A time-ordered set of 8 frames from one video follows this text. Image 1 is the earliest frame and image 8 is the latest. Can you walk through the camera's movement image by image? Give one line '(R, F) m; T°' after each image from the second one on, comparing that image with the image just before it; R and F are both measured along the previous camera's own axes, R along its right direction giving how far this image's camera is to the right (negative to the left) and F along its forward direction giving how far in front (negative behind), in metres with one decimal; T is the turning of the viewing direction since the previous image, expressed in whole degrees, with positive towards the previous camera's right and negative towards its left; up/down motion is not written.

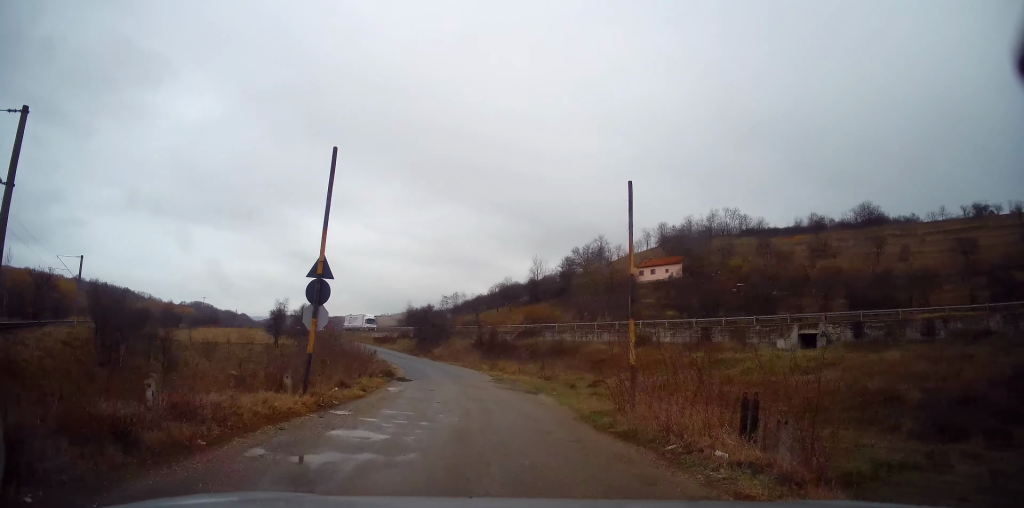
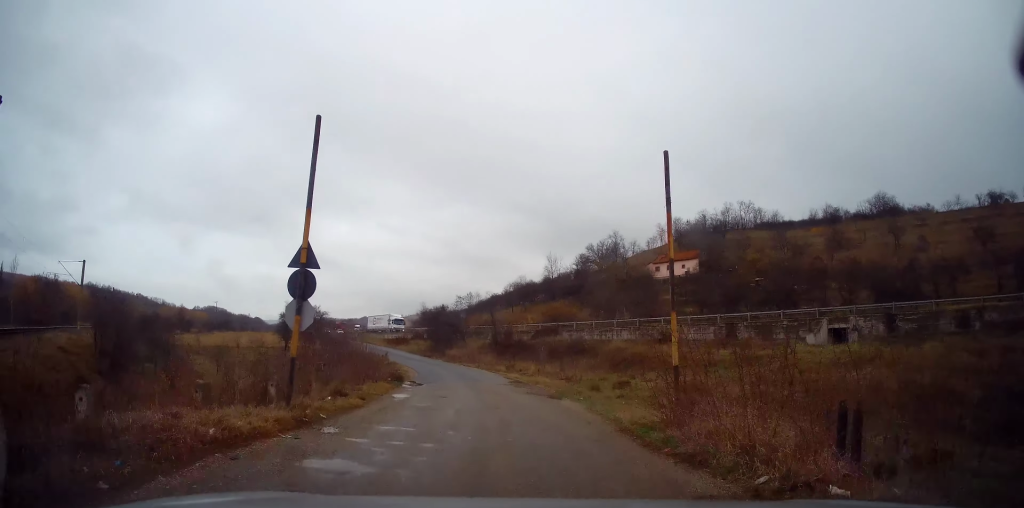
(0.0, +2.0) m; -2°
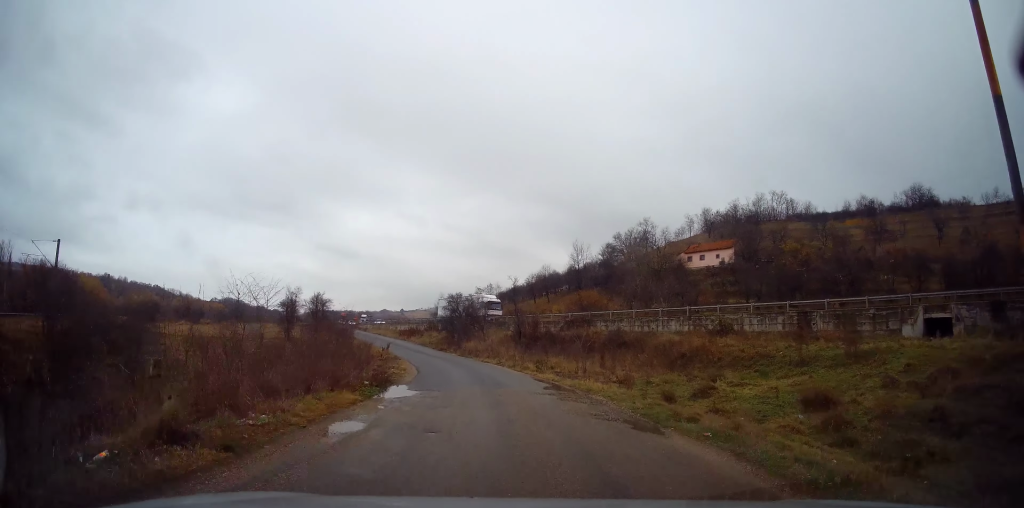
(-0.5, +8.4) m; -3°
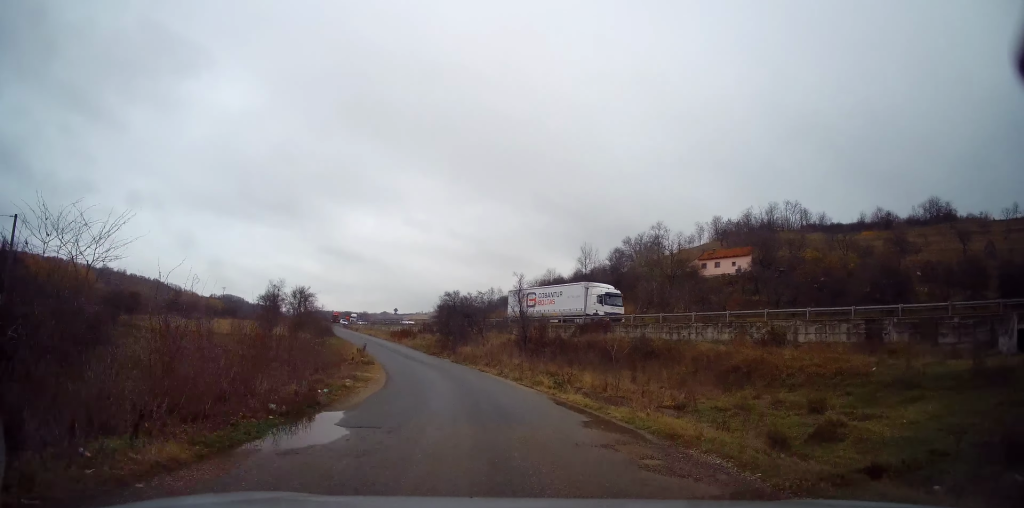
(+0.2, +7.7) m; +1°
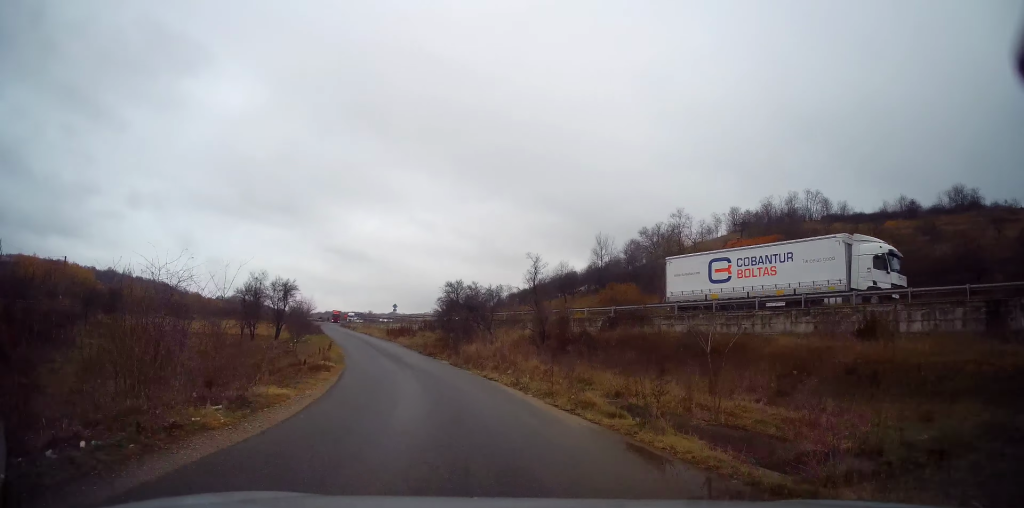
(-0.1, +8.3) m; -4°
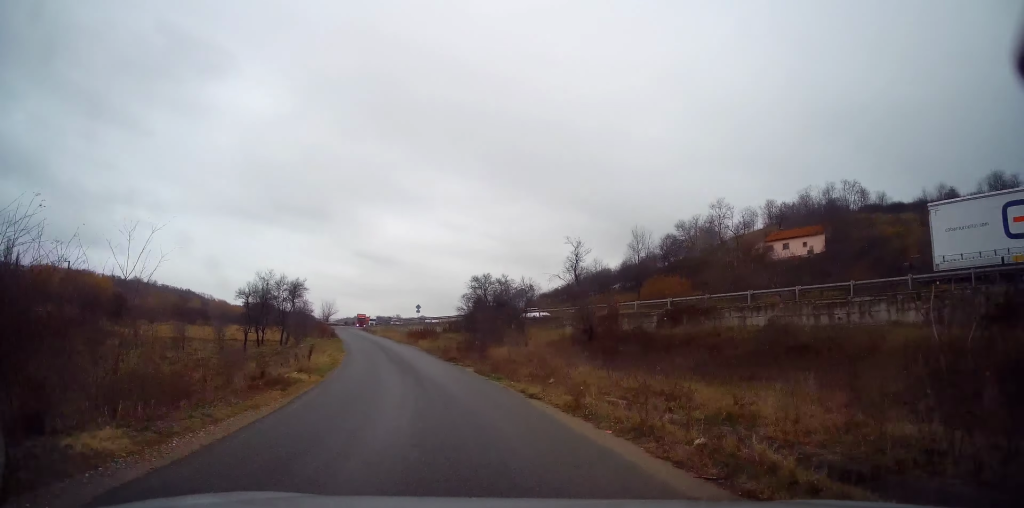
(-0.3, +6.4) m; -3°
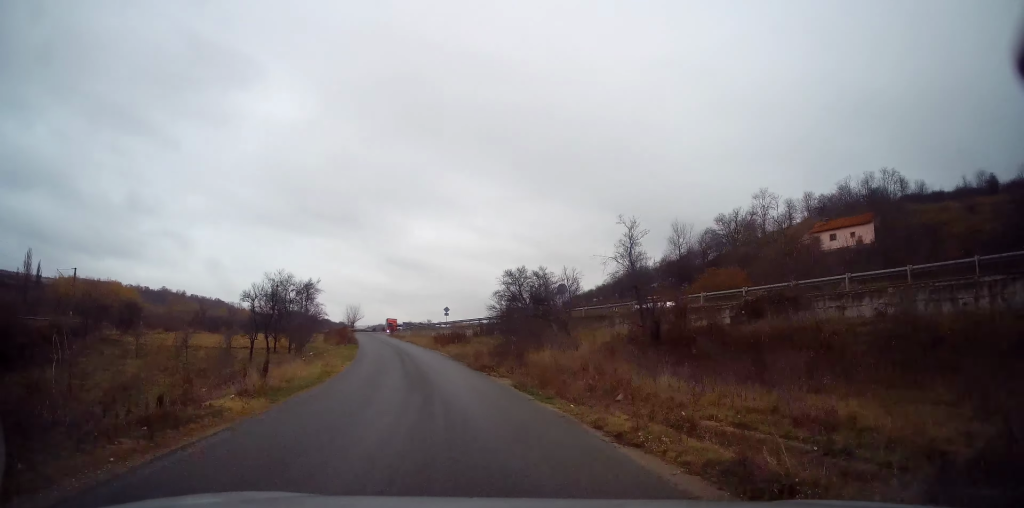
(-0.1, +5.9) m; -3°
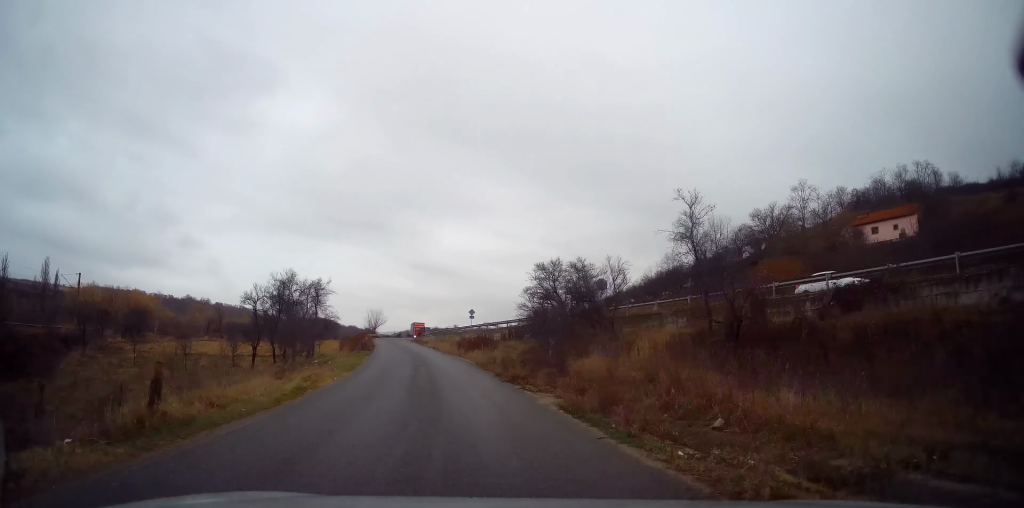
(-0.1, +5.2) m; -2°
